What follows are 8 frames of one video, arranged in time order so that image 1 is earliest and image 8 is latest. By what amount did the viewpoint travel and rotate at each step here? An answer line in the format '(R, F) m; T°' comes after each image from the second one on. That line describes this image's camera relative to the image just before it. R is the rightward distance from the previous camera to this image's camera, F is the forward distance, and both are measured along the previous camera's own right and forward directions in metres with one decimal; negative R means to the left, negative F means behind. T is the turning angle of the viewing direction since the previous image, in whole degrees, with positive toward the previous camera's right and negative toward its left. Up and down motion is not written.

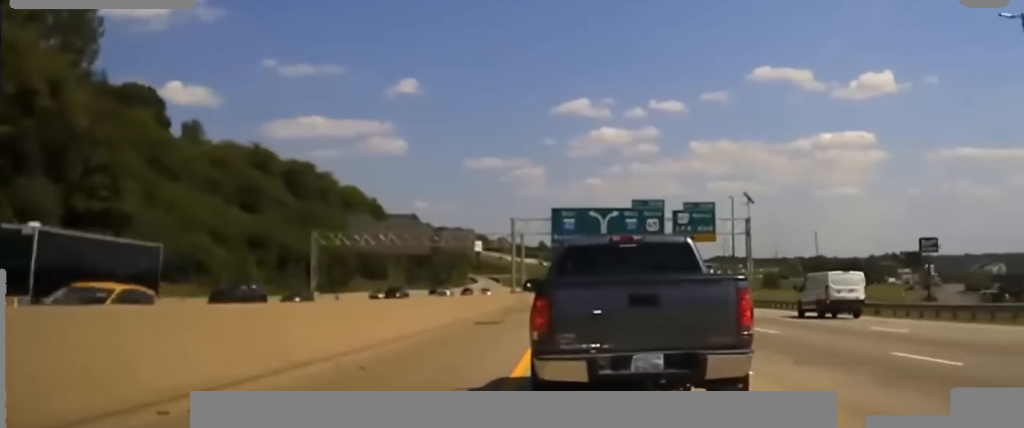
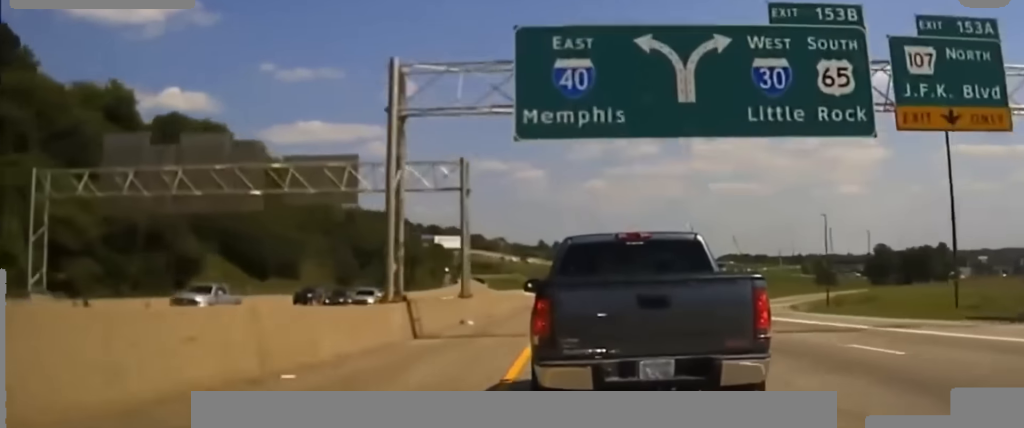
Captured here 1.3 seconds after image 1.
(+0.1, +56.3) m; 0°
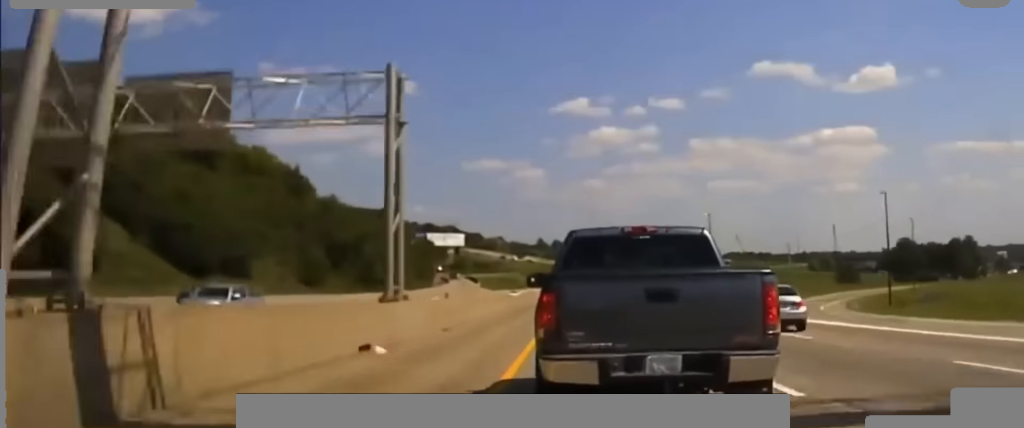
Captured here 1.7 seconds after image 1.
(0.0, +18.6) m; 0°
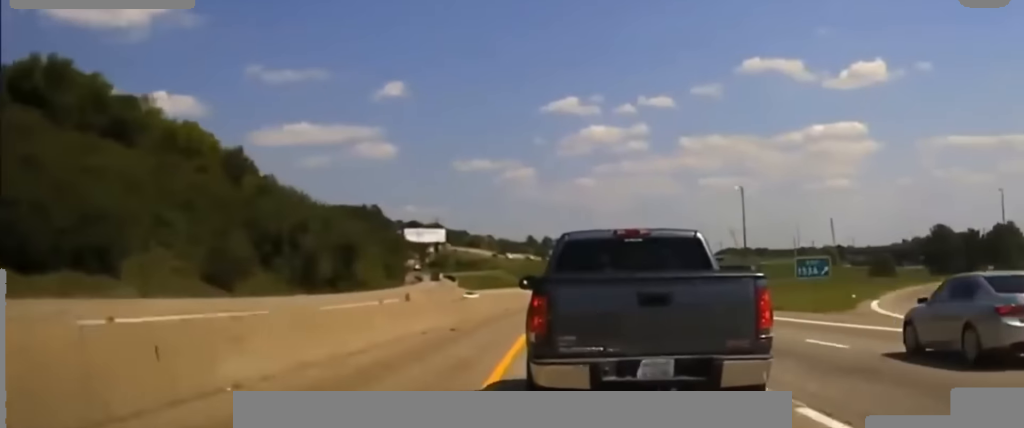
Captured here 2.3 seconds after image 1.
(-0.1, +27.1) m; +1°
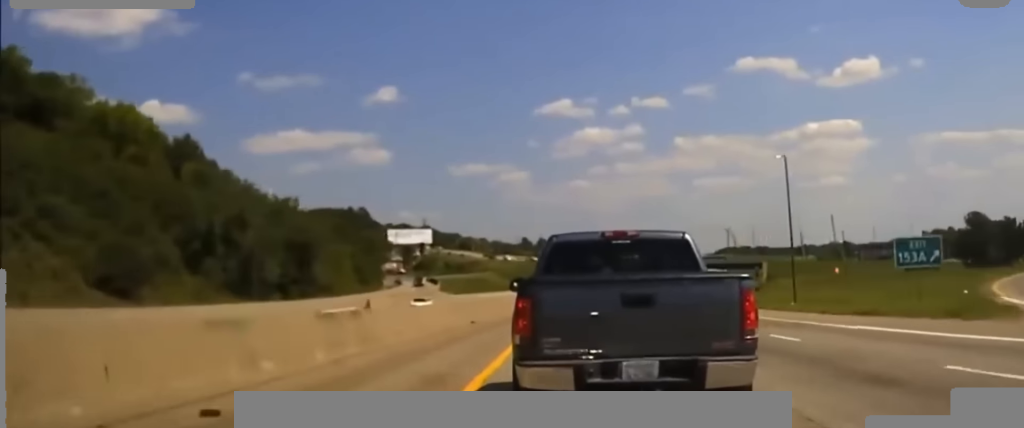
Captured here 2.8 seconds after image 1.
(+0.2, +21.0) m; +1°
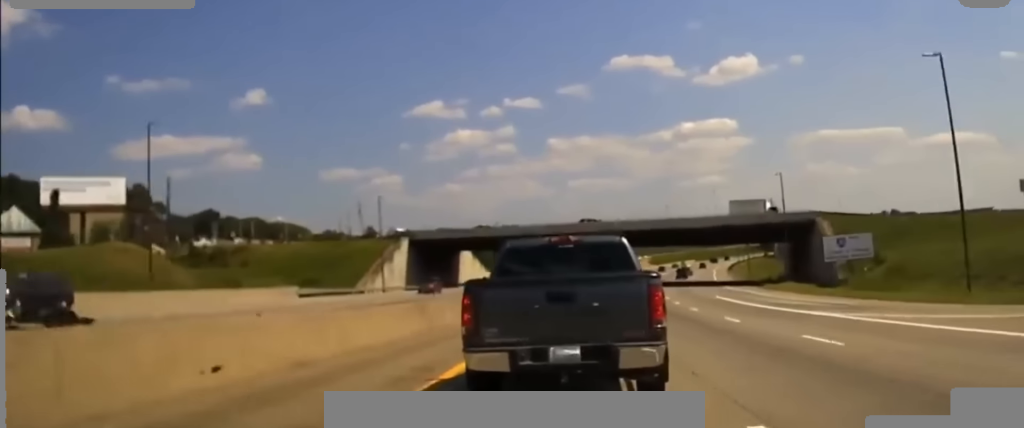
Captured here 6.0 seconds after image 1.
(+8.5, +141.2) m; +8°
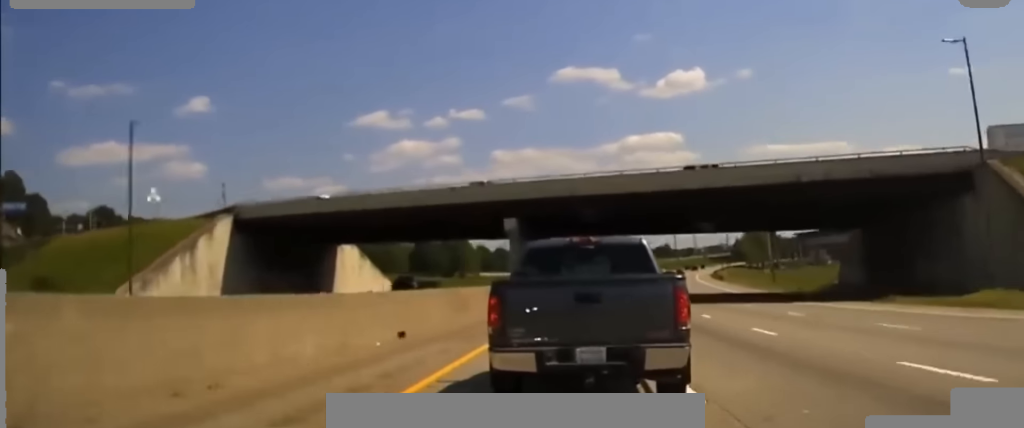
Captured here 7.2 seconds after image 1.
(+1.6, +50.1) m; +3°
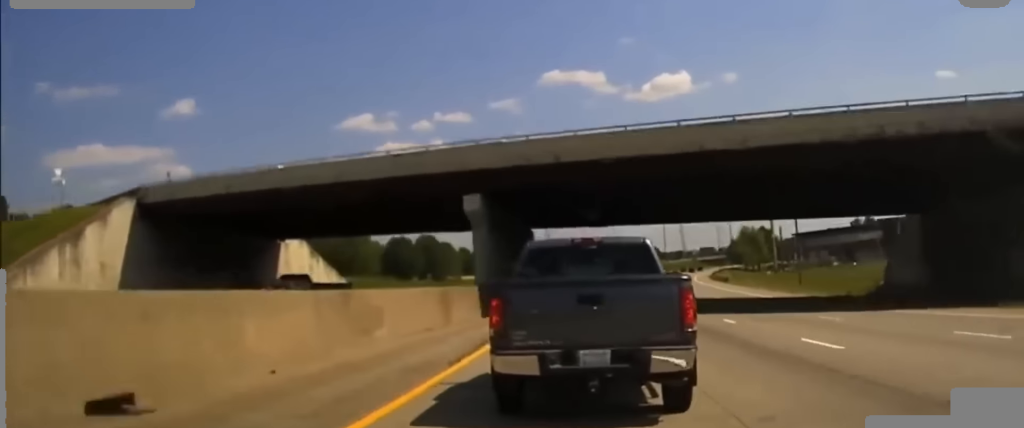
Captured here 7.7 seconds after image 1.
(+0.2, +17.2) m; +1°
